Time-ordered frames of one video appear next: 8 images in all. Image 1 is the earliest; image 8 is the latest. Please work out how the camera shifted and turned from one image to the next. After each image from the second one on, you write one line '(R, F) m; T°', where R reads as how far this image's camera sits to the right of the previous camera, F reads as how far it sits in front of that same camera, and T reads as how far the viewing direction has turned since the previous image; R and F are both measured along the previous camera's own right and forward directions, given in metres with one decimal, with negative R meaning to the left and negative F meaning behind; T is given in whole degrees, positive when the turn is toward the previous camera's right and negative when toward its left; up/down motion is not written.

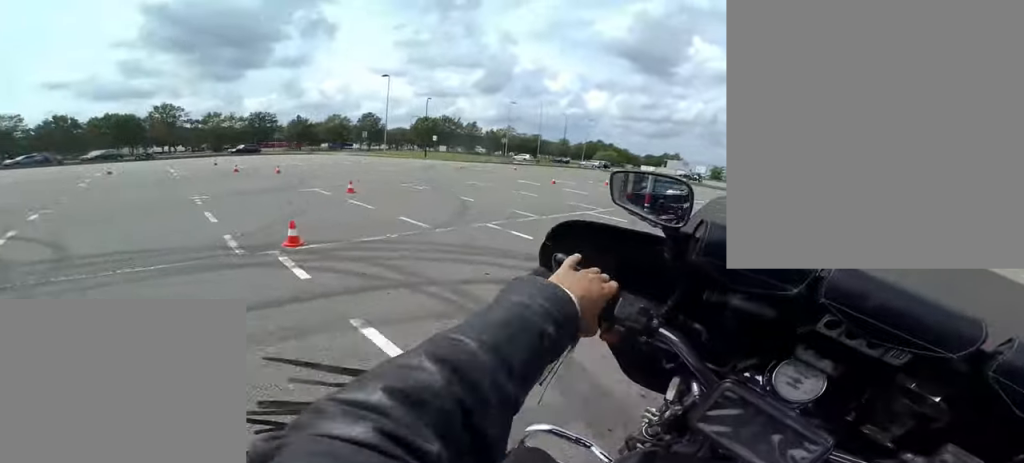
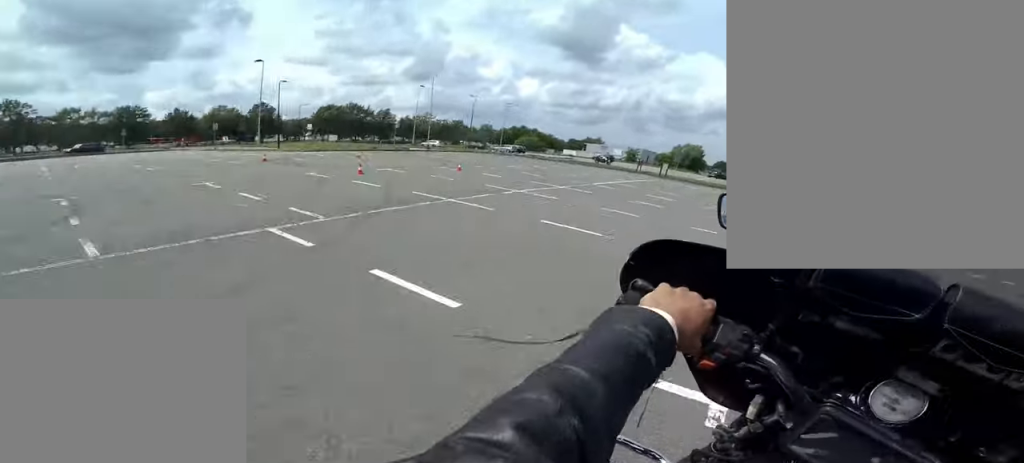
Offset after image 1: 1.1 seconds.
(+1.3, +5.4) m; +16°
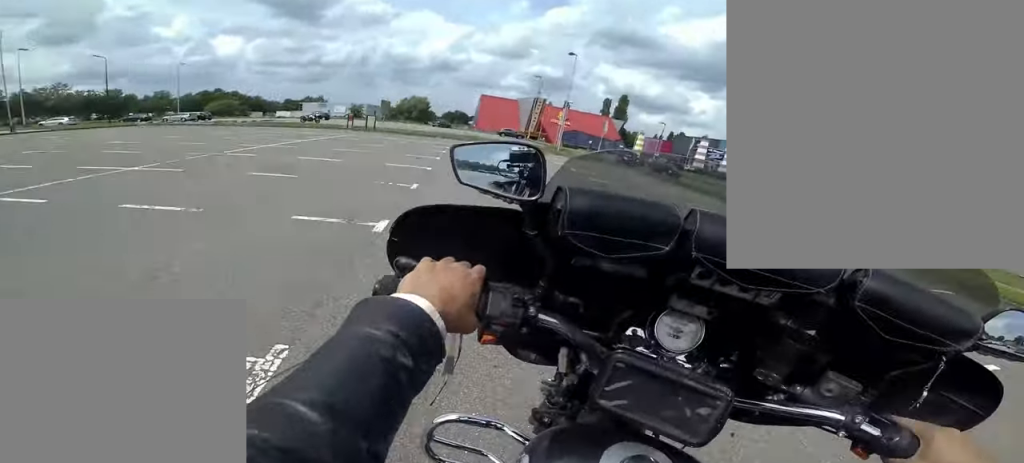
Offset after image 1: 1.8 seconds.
(+0.1, +3.7) m; -2°
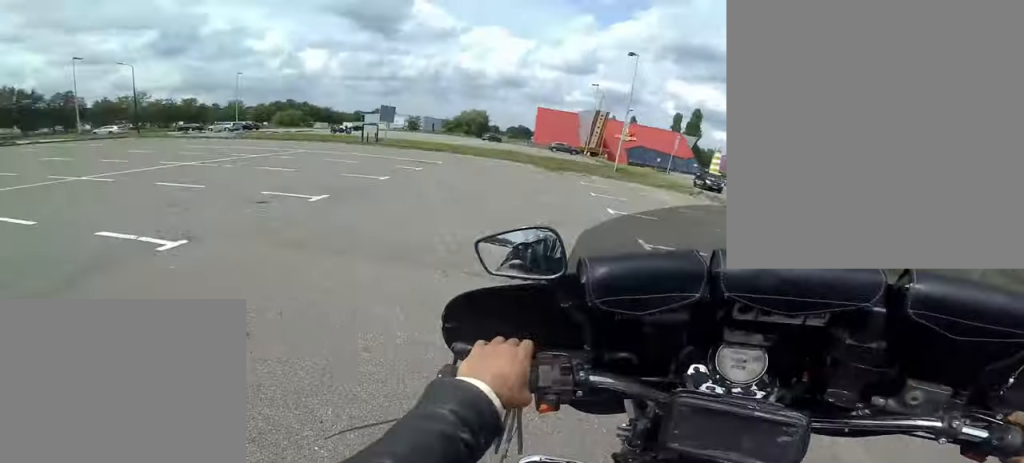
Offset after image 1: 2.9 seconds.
(-0.4, +6.1) m; -8°
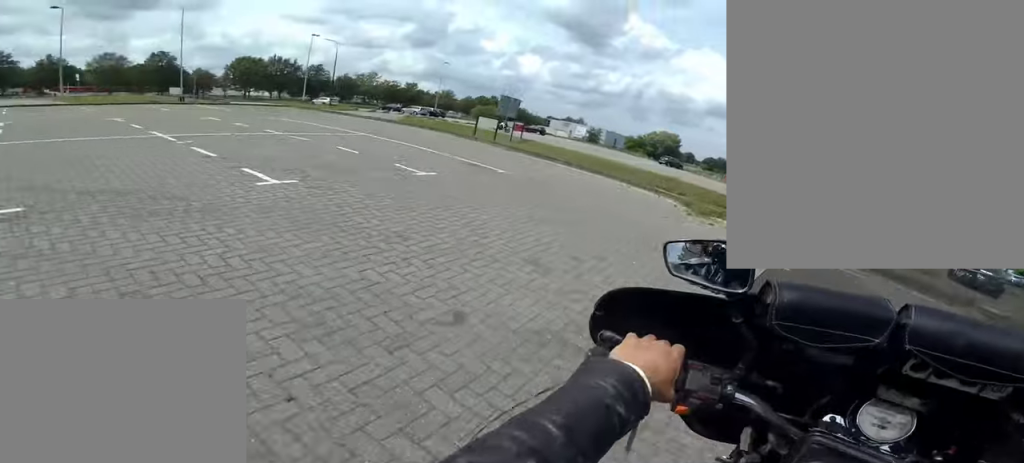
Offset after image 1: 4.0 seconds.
(-0.3, +5.5) m; -3°
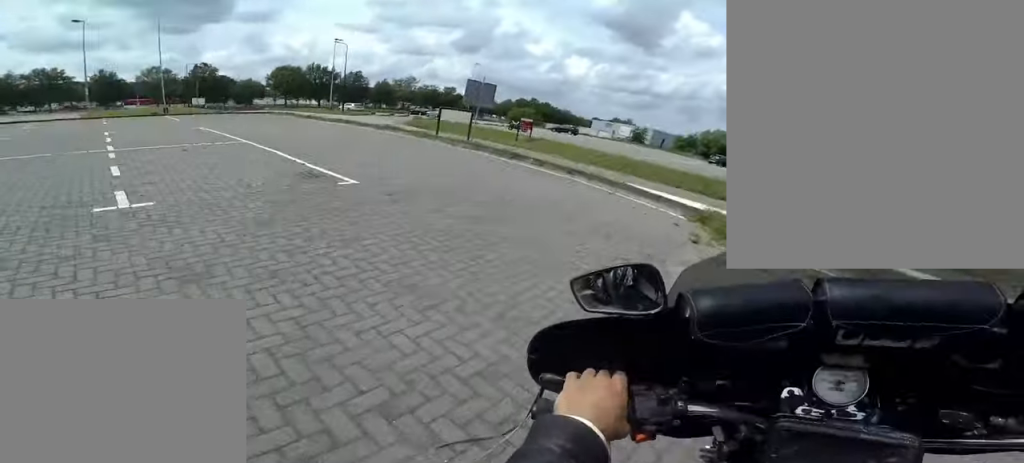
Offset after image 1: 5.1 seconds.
(0.0, +4.8) m; -16°
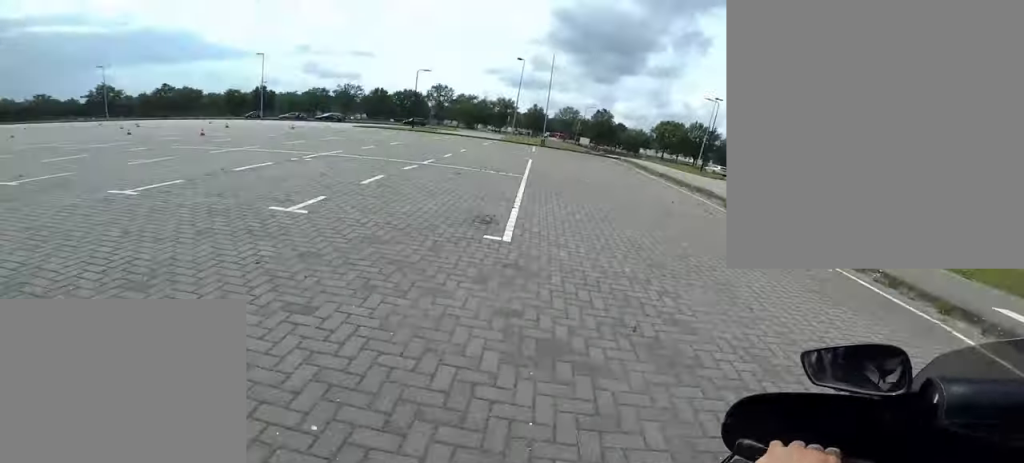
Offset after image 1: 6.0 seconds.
(-0.9, +2.5) m; -27°
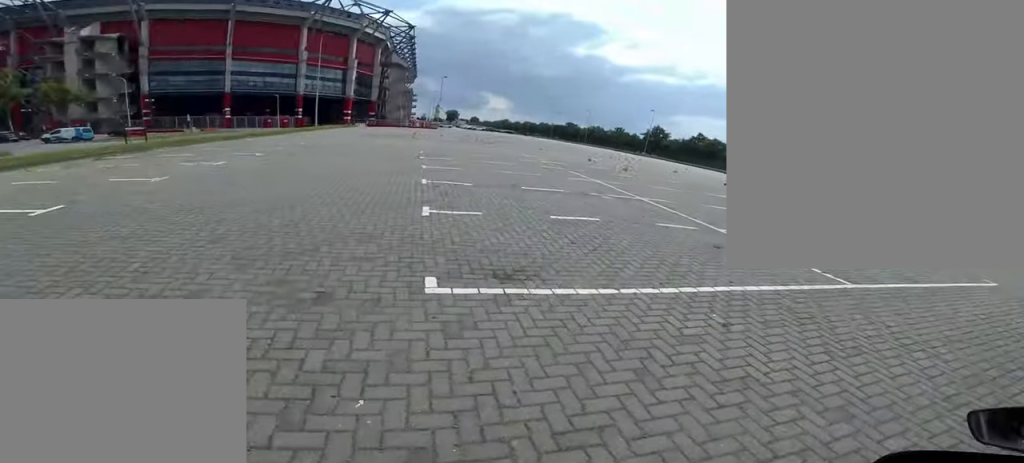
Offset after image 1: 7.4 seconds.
(-1.7, +3.6) m; -72°
